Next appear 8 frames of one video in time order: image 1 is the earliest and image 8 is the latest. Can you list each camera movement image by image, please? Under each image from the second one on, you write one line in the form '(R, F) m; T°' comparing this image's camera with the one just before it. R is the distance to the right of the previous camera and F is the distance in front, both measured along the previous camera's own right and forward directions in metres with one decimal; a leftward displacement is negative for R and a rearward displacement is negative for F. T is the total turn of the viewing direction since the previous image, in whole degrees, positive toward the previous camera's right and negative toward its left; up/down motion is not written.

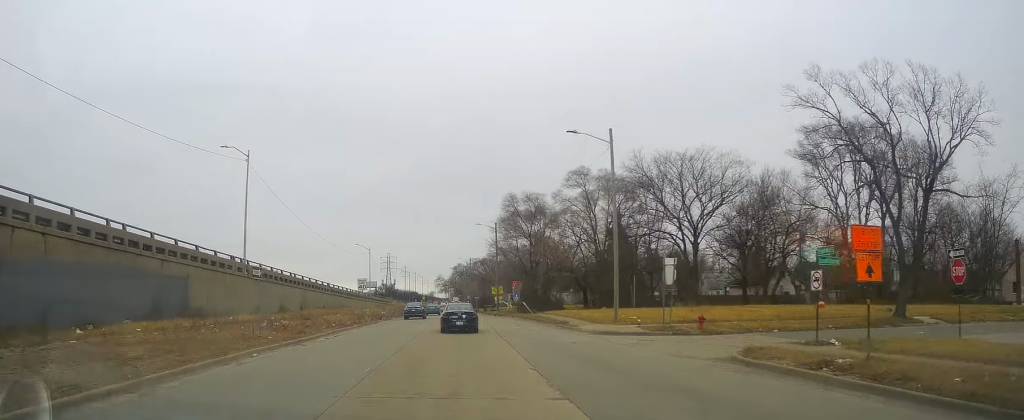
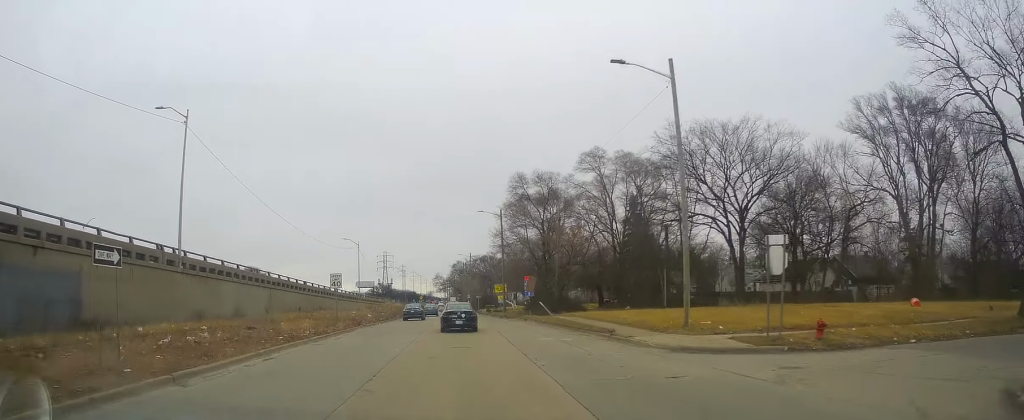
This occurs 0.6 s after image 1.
(-0.2, +10.1) m; -1°
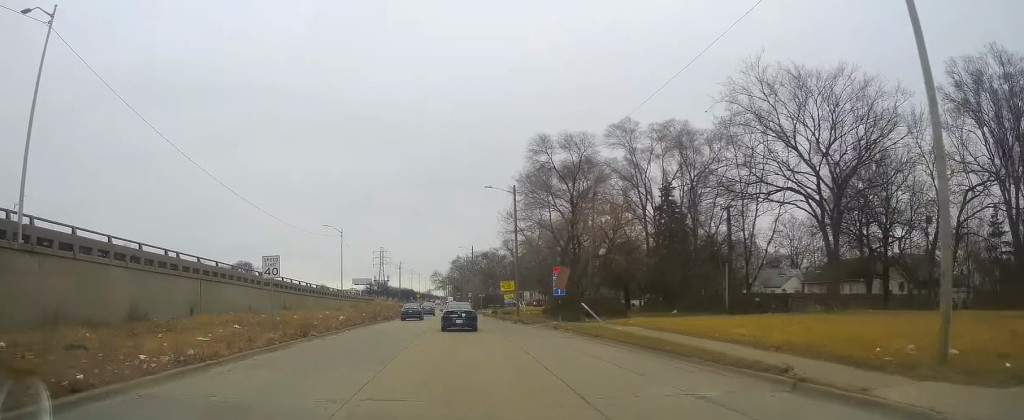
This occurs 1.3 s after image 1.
(0.0, +13.7) m; 0°
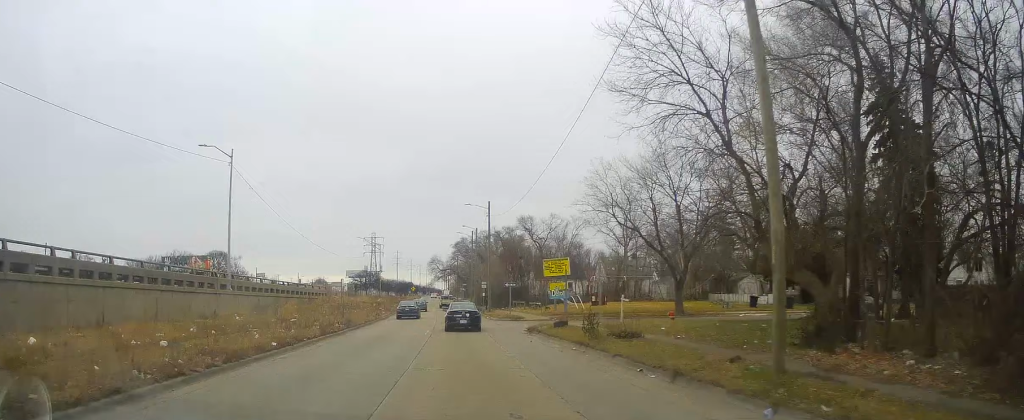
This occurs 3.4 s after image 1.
(+0.1, +40.0) m; 0°
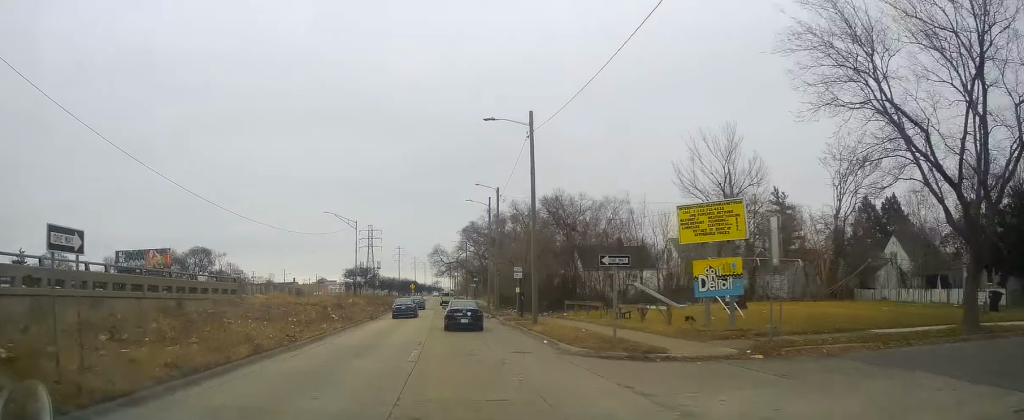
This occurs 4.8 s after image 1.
(0.0, +28.2) m; 0°
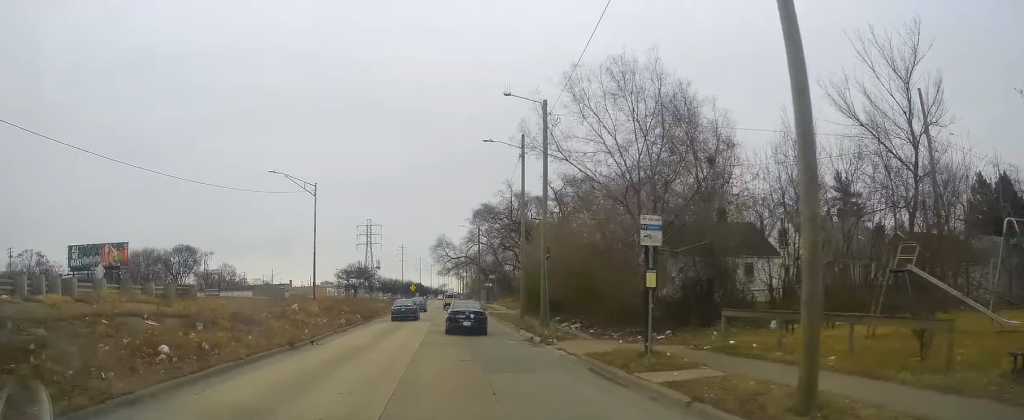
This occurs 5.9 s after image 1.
(+0.3, +23.7) m; +1°
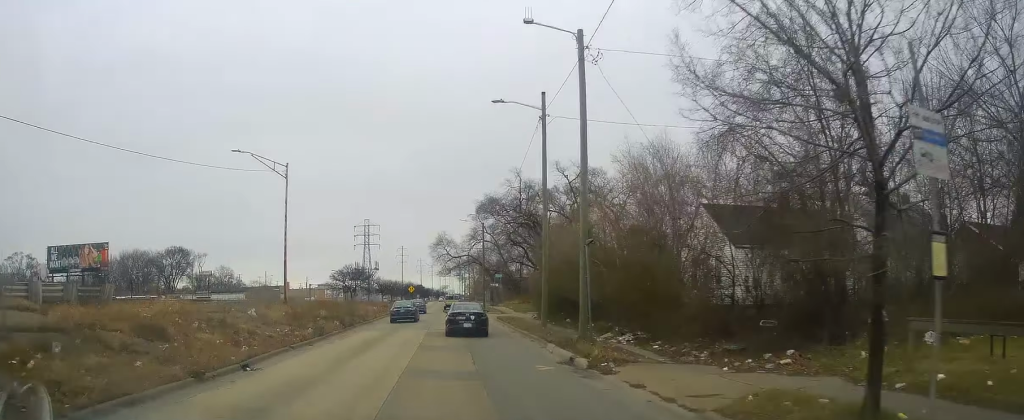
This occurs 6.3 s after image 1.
(+0.3, +8.4) m; -1°
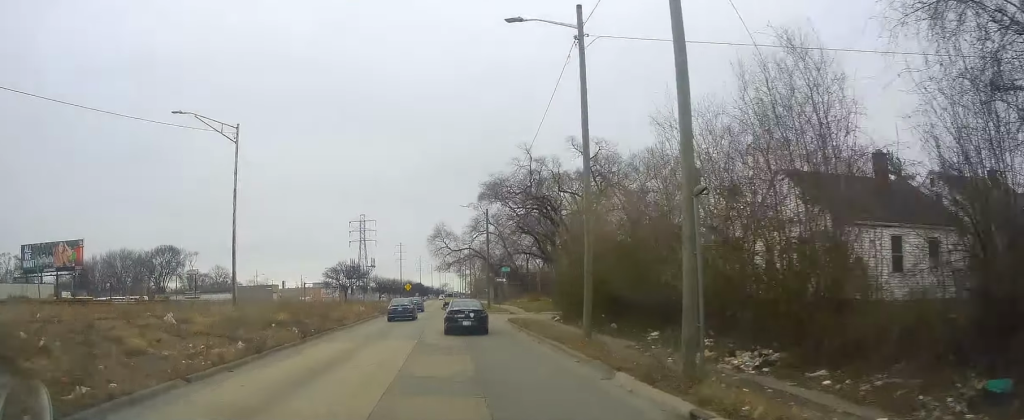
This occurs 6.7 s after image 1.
(+0.1, +9.1) m; -1°
